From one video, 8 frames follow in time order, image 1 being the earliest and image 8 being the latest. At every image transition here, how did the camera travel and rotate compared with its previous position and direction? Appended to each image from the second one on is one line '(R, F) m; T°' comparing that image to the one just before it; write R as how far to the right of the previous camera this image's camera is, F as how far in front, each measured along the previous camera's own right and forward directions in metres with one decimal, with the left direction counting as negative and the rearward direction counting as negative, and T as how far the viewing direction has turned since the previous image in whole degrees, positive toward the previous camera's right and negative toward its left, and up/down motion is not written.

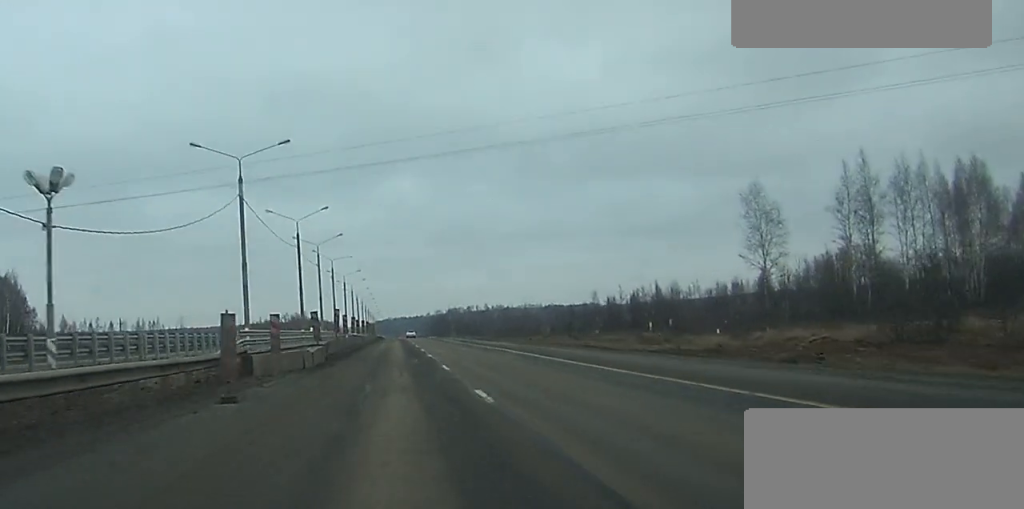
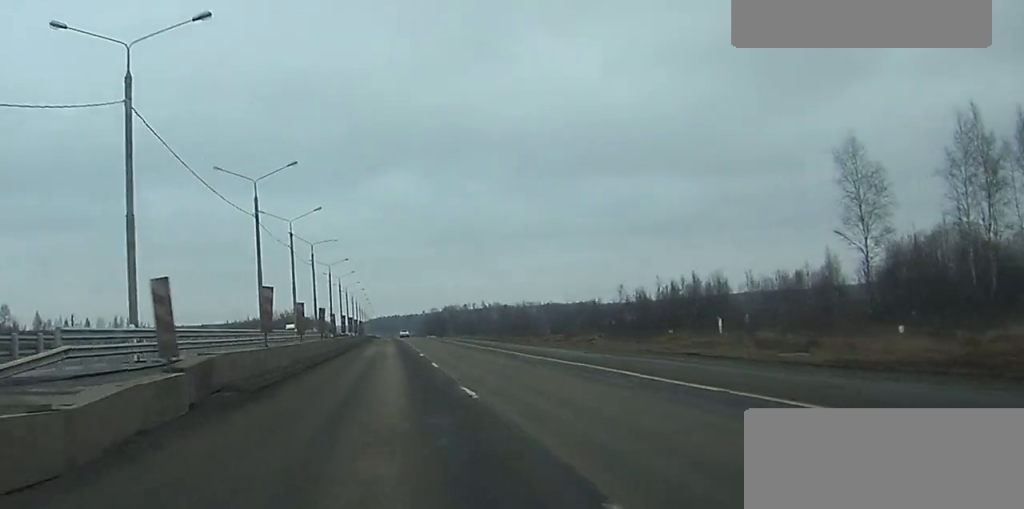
(-0.9, +24.9) m; -1°
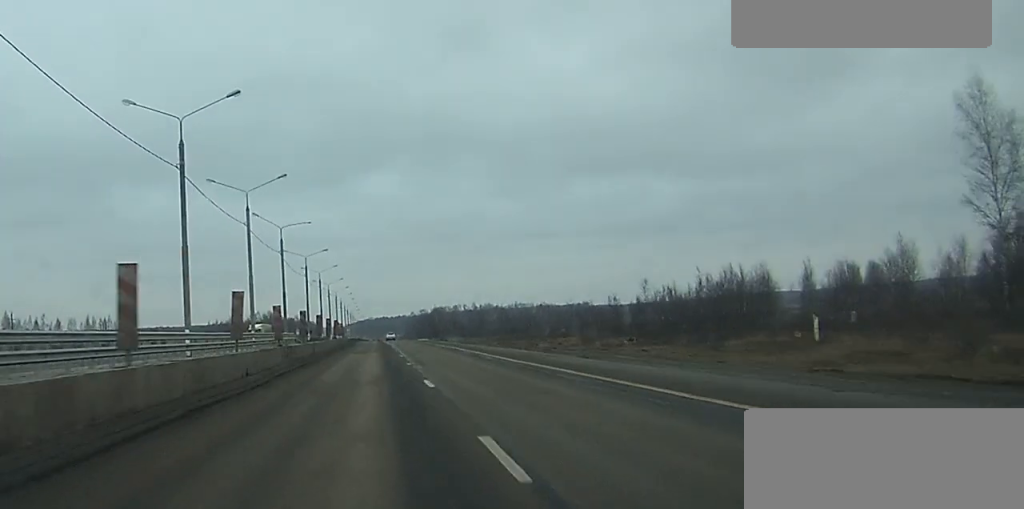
(+0.4, +22.1) m; +1°
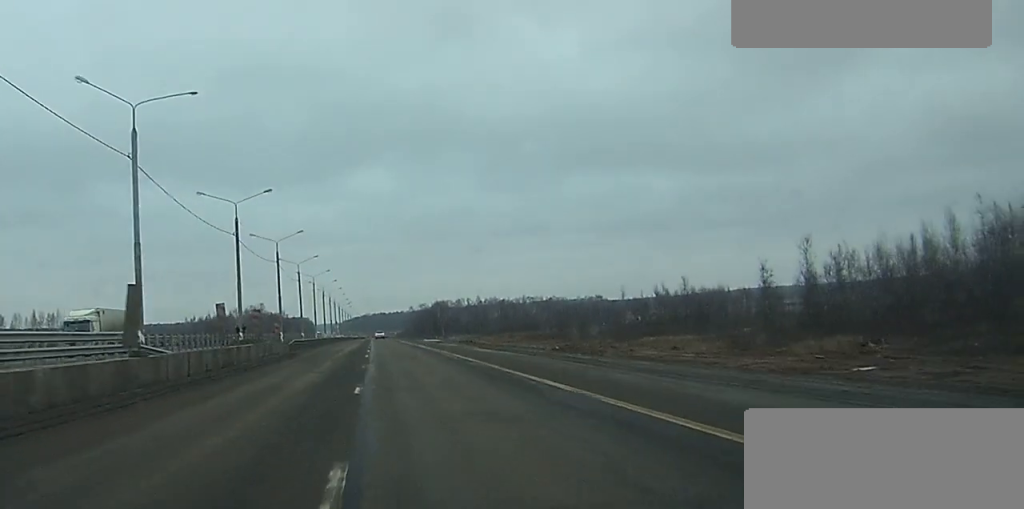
(+0.7, +53.4) m; +1°
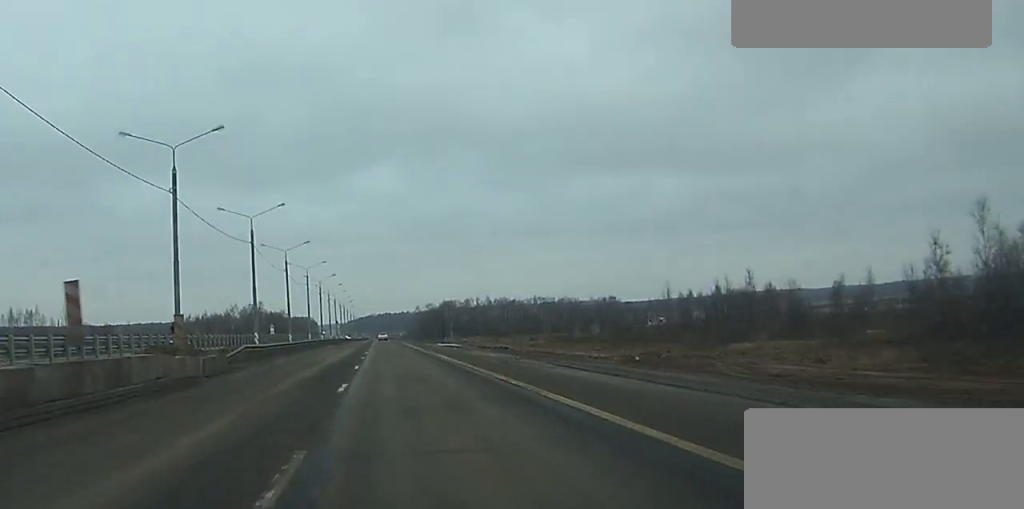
(-0.1, +23.3) m; 0°
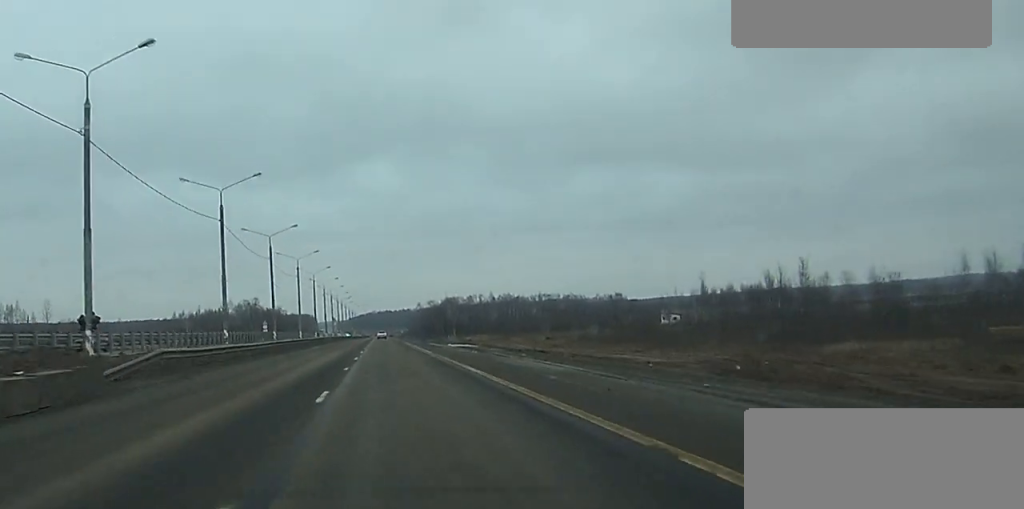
(0.0, +15.0) m; 0°
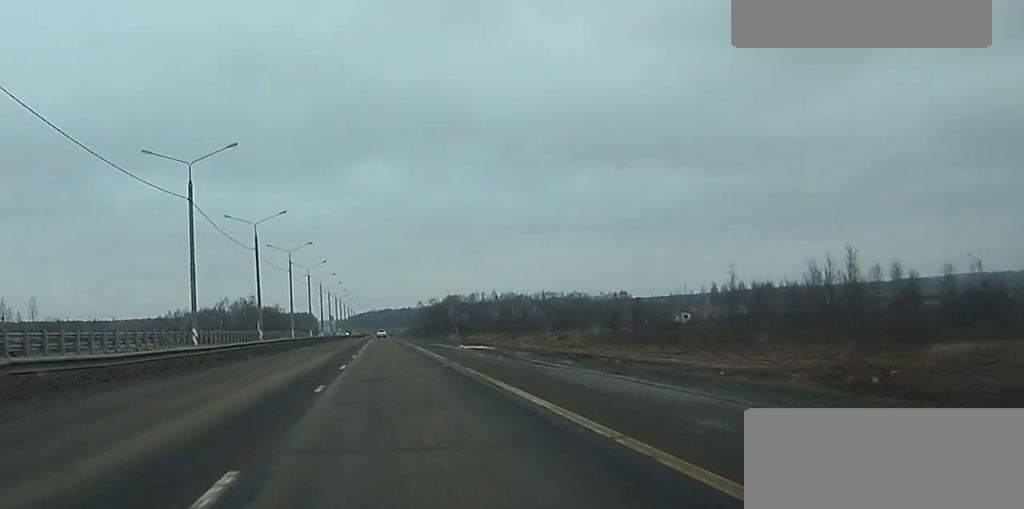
(0.0, +10.6) m; 0°
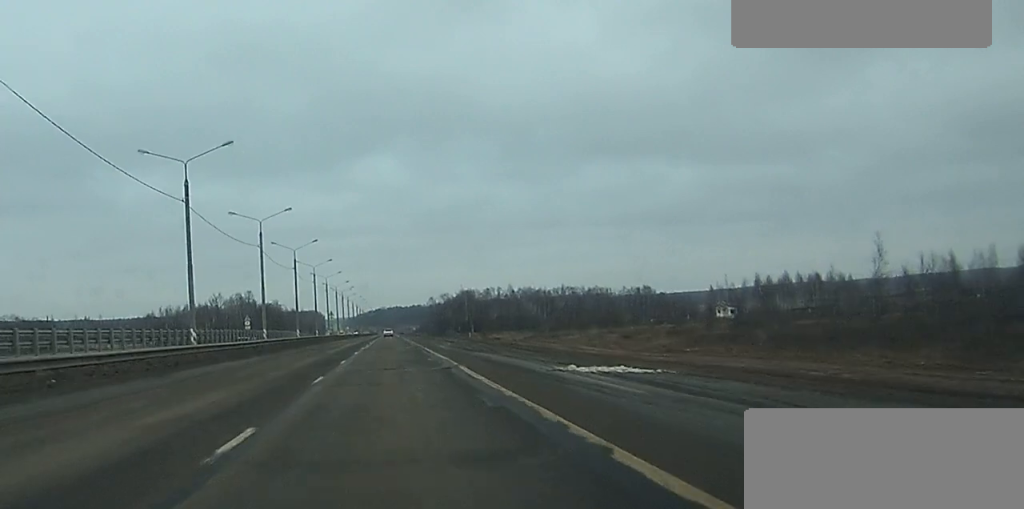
(-0.2, +32.4) m; 0°
